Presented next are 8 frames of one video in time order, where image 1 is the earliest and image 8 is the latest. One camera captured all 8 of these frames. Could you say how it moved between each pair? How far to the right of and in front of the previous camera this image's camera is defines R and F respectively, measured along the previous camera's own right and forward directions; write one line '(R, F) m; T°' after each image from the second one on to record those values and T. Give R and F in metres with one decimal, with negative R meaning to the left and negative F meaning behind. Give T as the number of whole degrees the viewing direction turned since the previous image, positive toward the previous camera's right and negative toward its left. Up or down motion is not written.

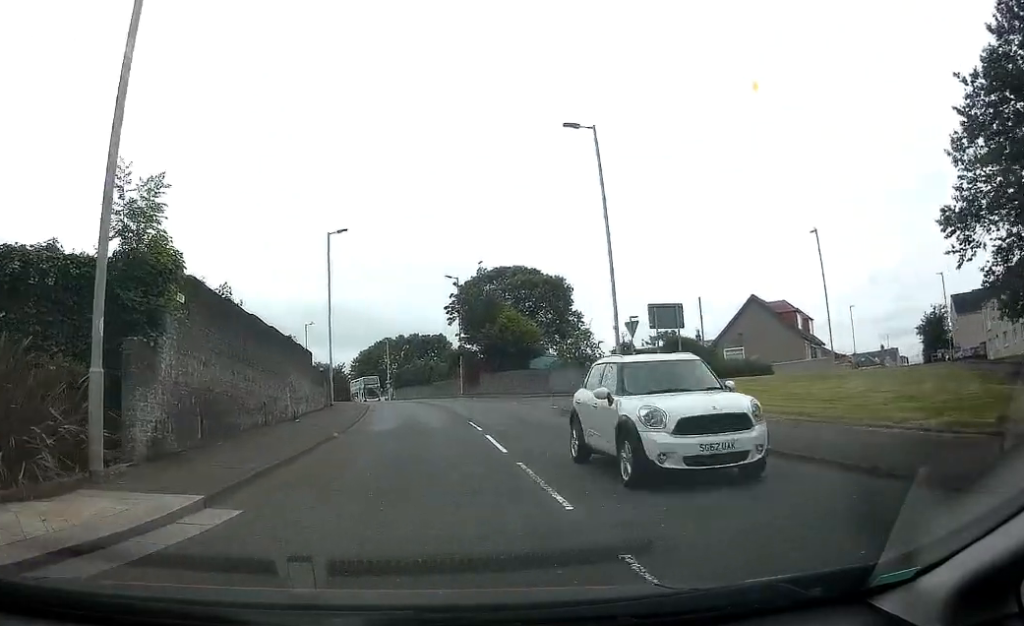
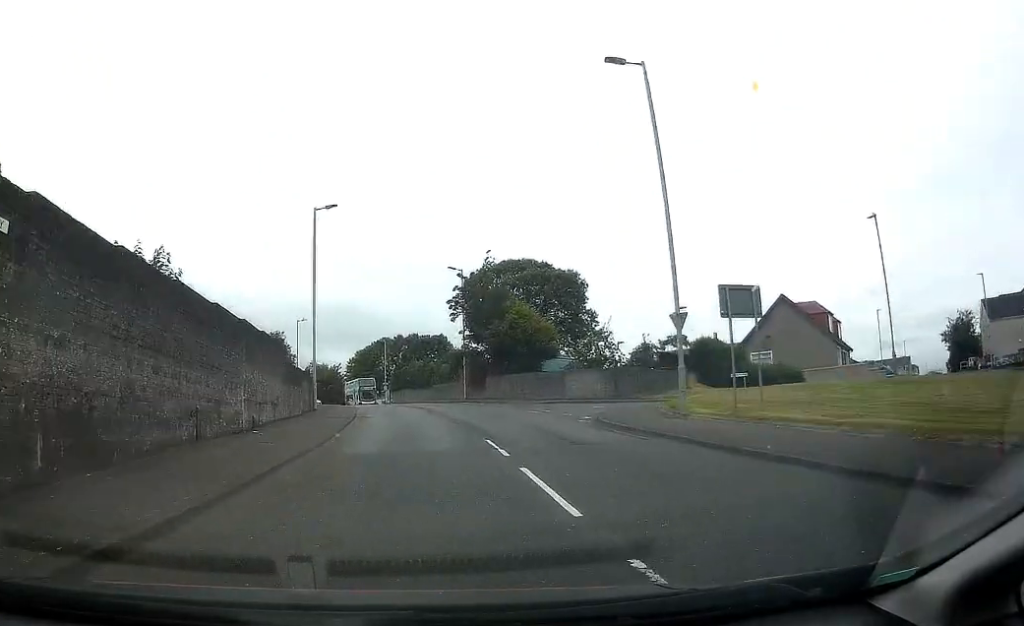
(0.0, +6.3) m; +1°
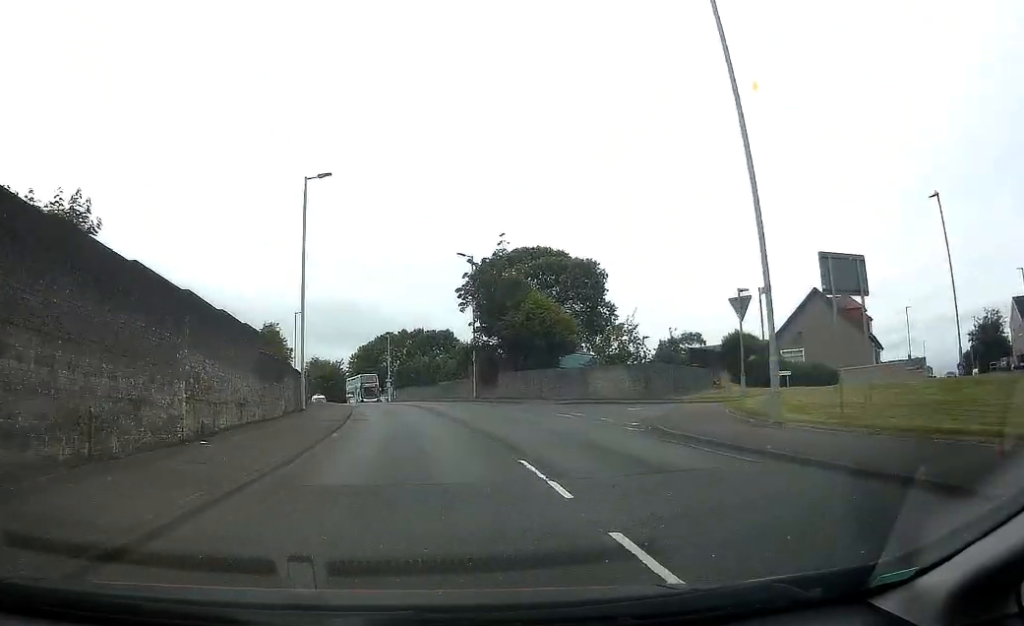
(-0.1, +4.8) m; +1°
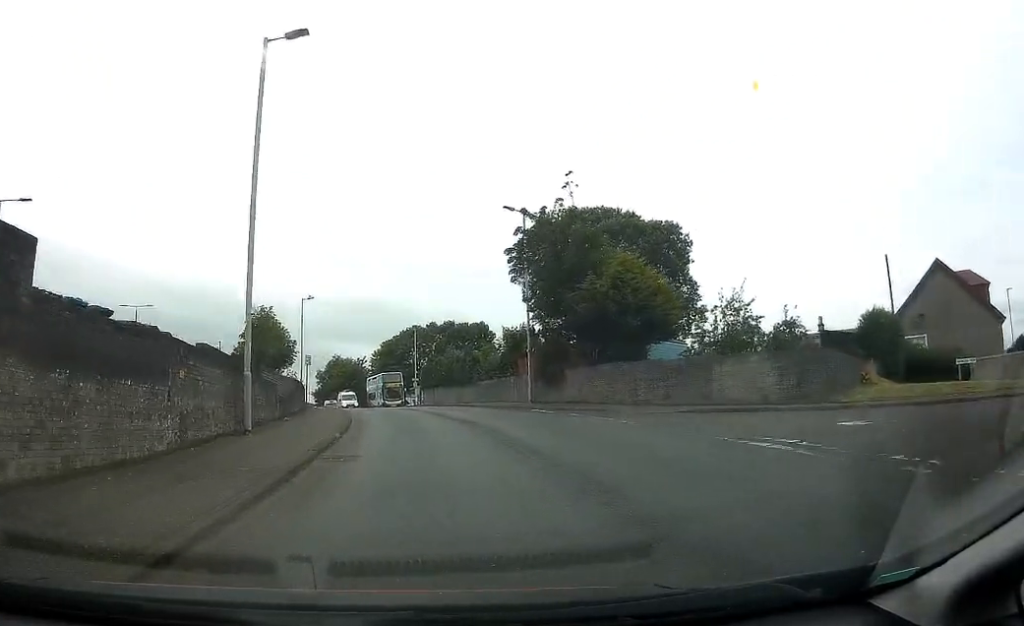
(+0.4, +13.9) m; -2°
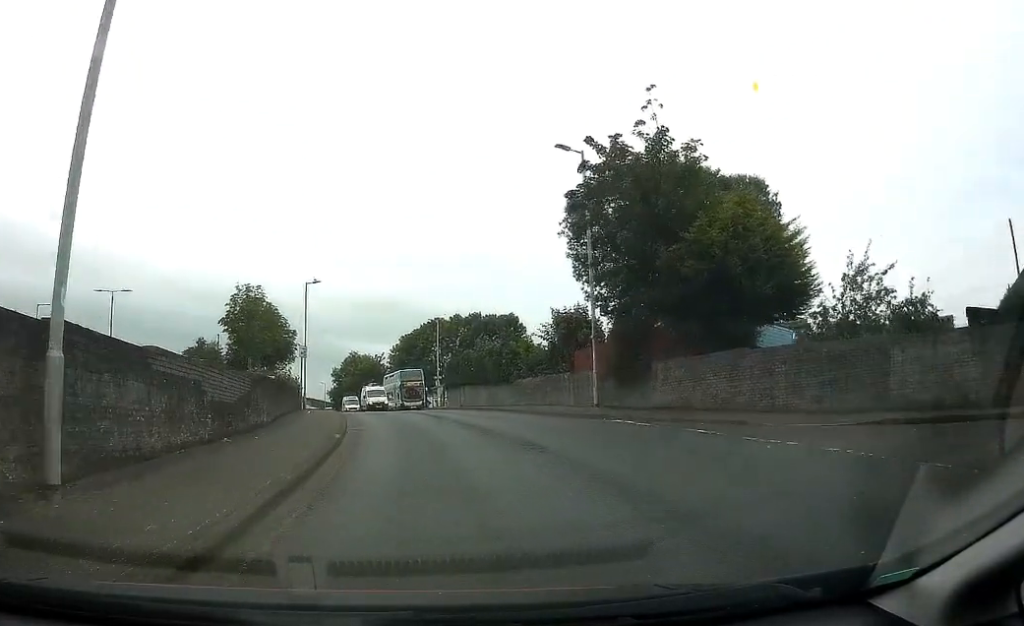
(-0.7, +9.8) m; -4°
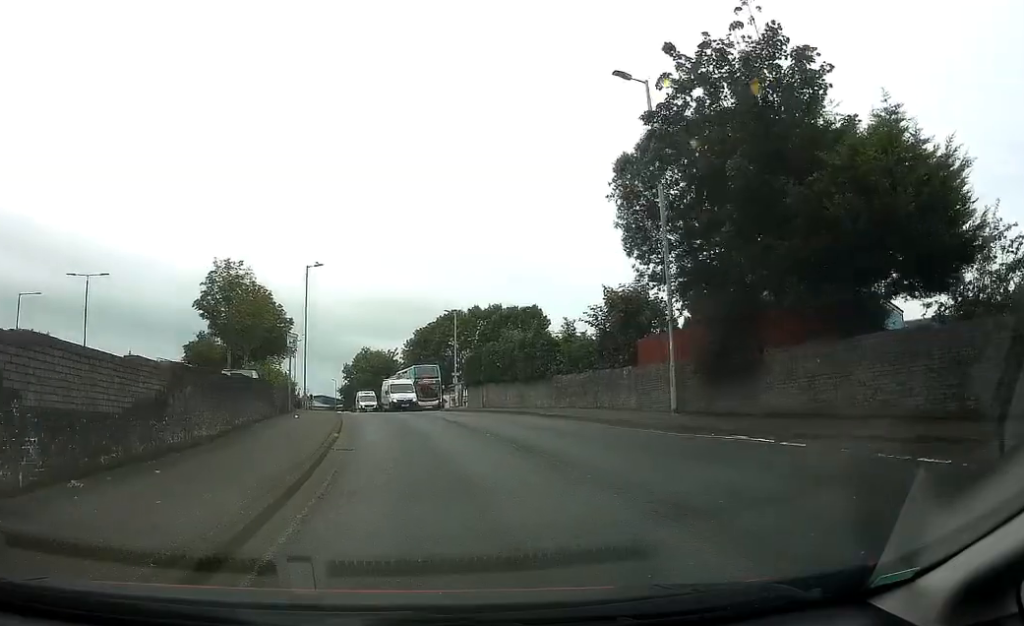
(0.0, +6.6) m; 0°
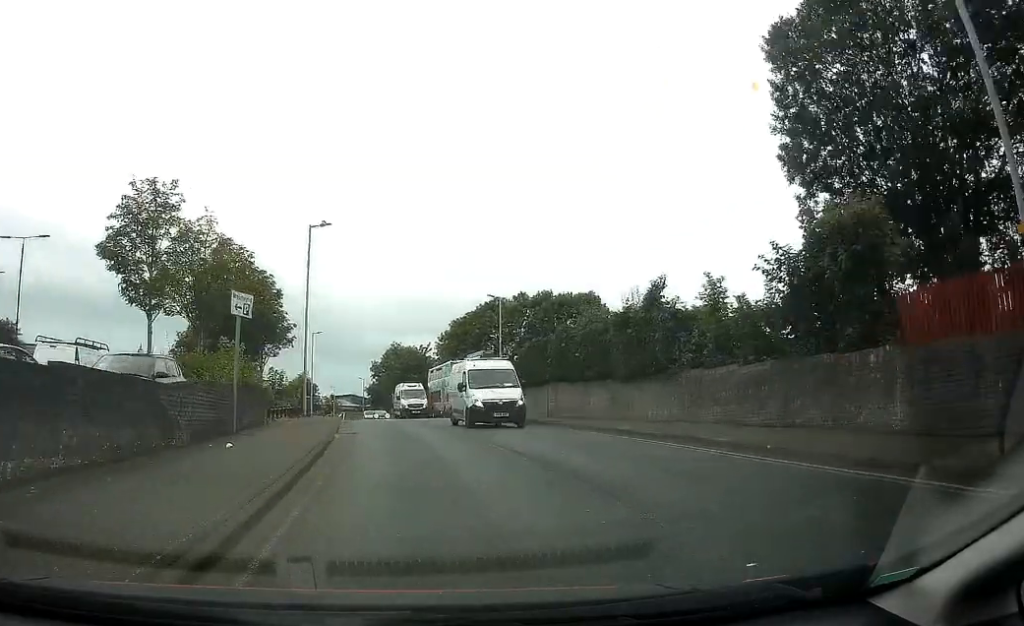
(+0.1, +12.9) m; 0°
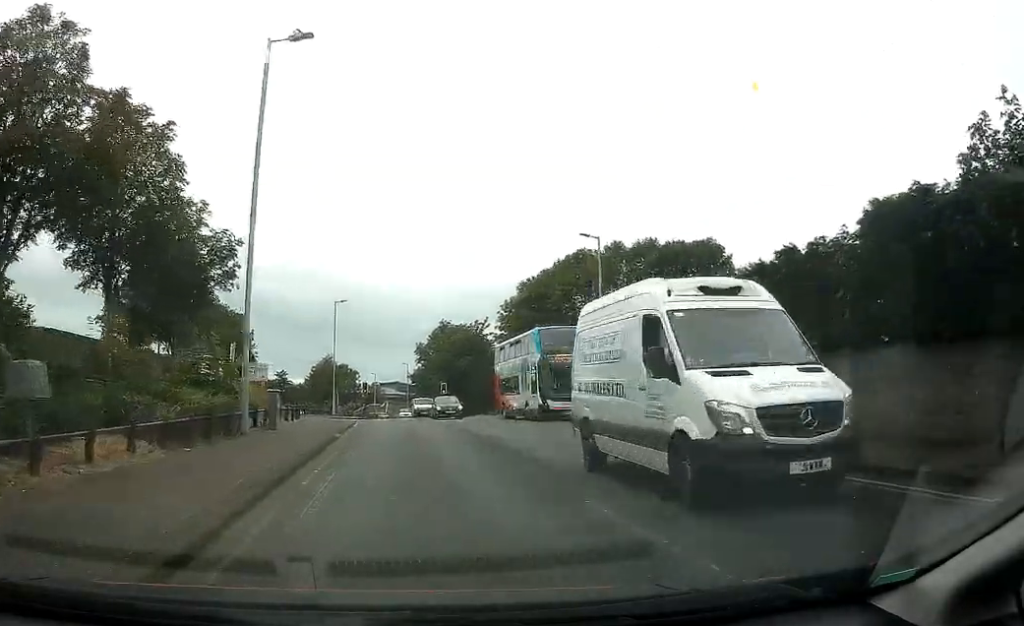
(0.0, +19.5) m; -2°
